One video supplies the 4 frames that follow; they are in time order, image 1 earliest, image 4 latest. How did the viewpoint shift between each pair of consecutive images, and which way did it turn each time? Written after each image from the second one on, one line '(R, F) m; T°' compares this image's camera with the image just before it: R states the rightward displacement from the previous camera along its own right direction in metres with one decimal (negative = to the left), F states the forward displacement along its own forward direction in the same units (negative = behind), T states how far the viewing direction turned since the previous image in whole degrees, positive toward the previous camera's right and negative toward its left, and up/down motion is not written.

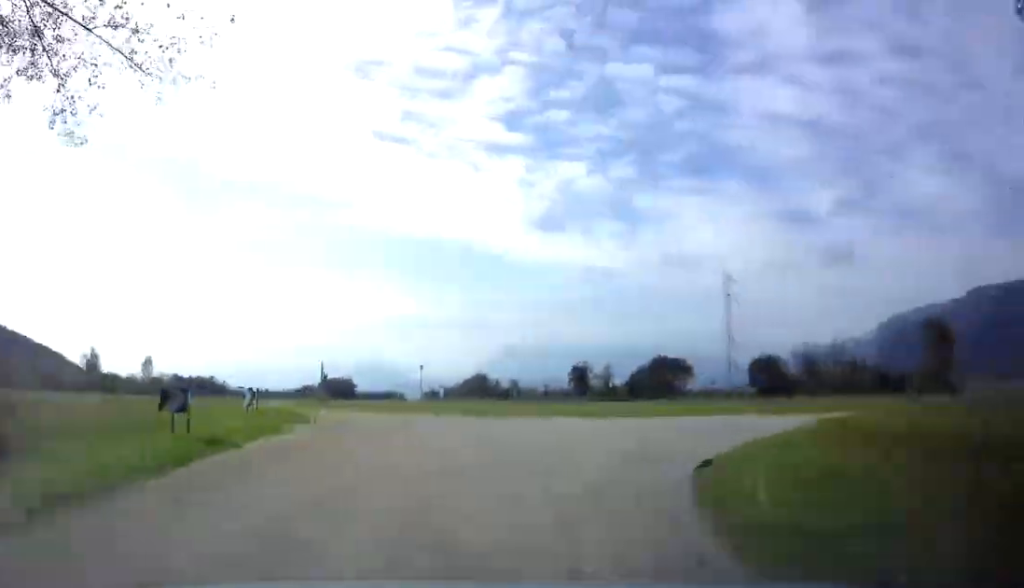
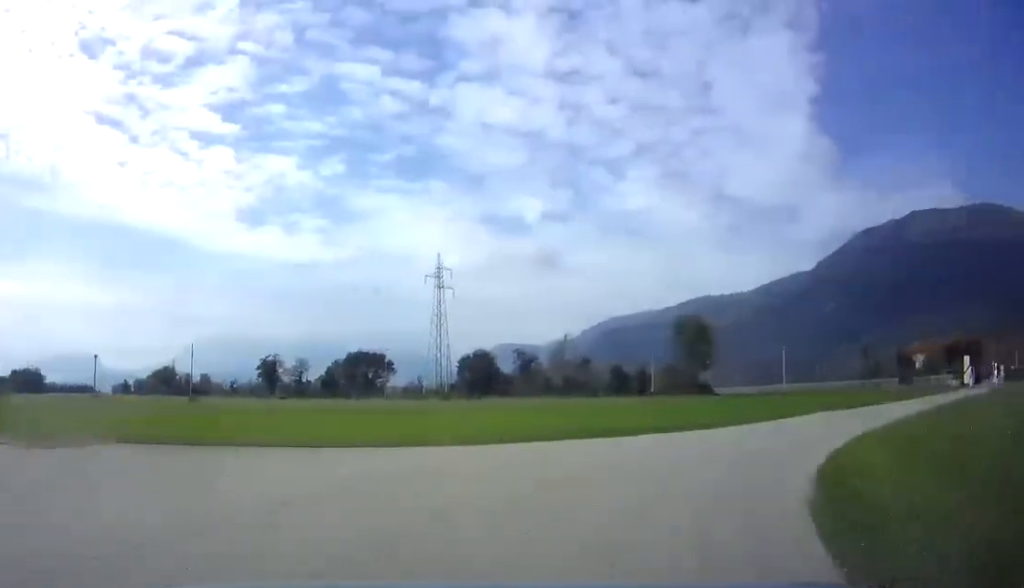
(+4.3, +13.8) m; +37°
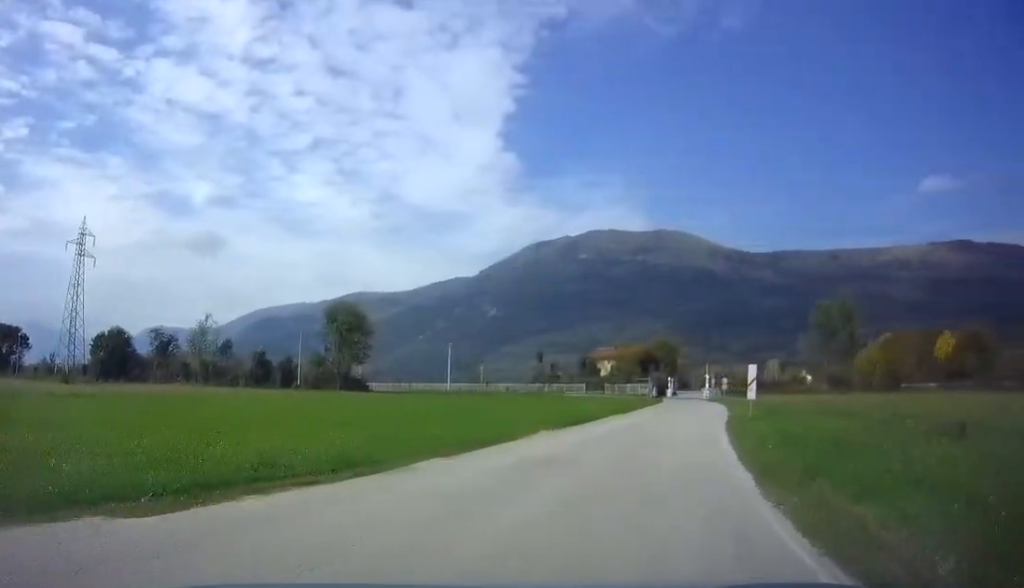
(+3.1, +11.6) m; +24°
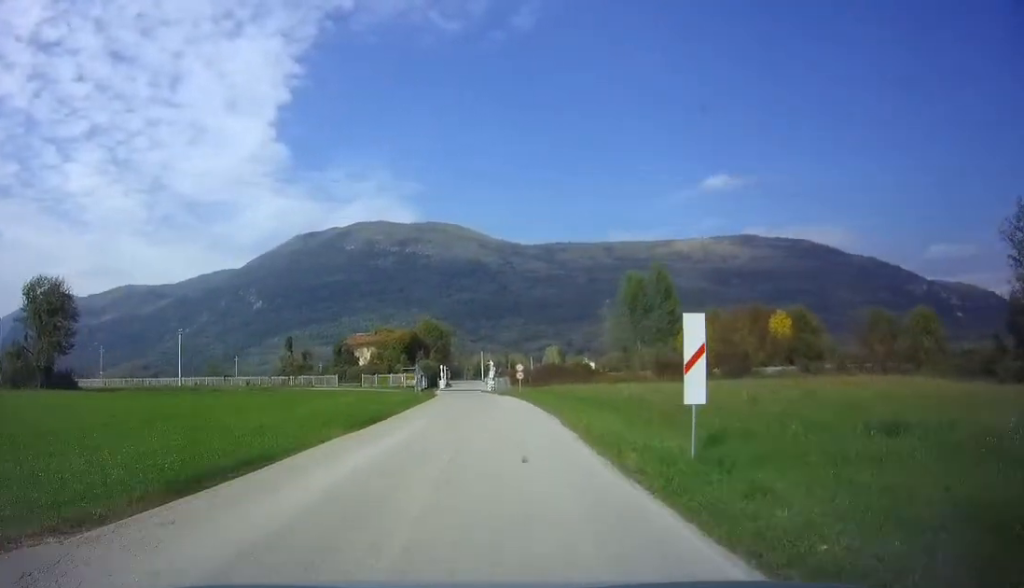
(+2.1, +17.6) m; +10°
